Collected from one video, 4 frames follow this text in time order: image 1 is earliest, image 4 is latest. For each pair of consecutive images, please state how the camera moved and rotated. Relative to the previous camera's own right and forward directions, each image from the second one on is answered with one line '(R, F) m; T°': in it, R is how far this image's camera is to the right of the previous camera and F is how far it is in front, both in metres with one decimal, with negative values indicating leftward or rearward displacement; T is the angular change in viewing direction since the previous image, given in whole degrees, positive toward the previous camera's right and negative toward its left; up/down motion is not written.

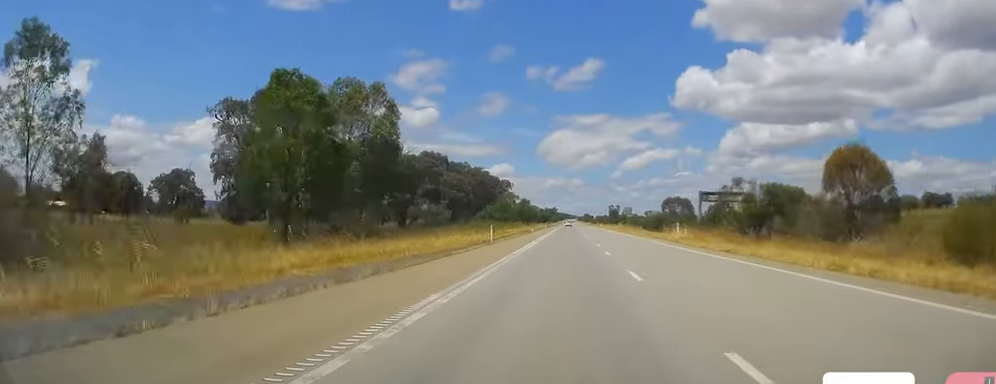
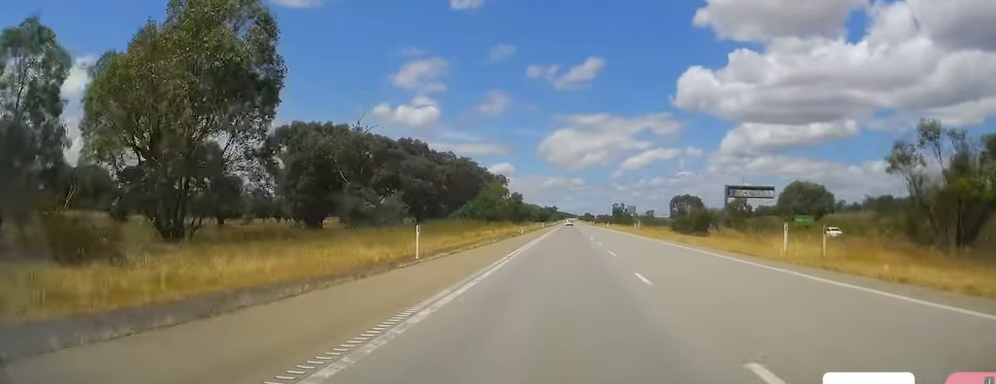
(+0.3, +24.4) m; 0°
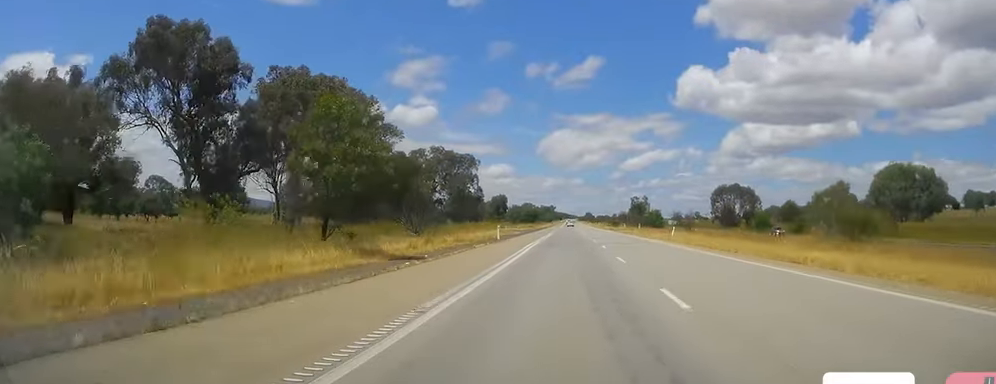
(-1.2, +87.8) m; -1°
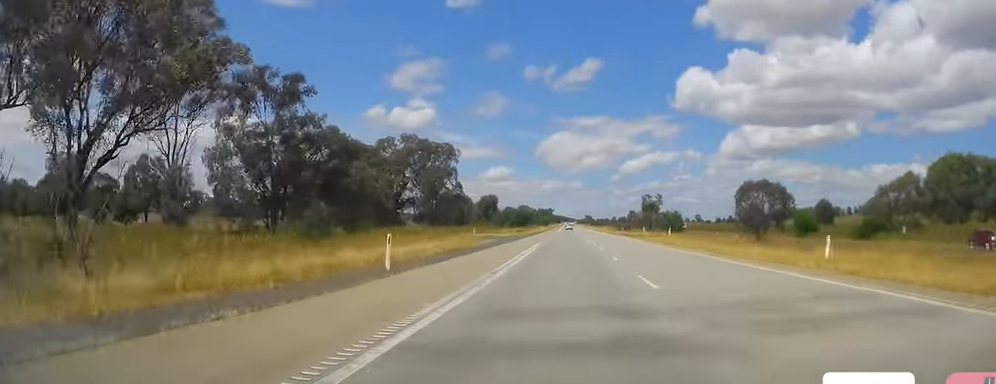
(-0.3, +32.2) m; -1°
